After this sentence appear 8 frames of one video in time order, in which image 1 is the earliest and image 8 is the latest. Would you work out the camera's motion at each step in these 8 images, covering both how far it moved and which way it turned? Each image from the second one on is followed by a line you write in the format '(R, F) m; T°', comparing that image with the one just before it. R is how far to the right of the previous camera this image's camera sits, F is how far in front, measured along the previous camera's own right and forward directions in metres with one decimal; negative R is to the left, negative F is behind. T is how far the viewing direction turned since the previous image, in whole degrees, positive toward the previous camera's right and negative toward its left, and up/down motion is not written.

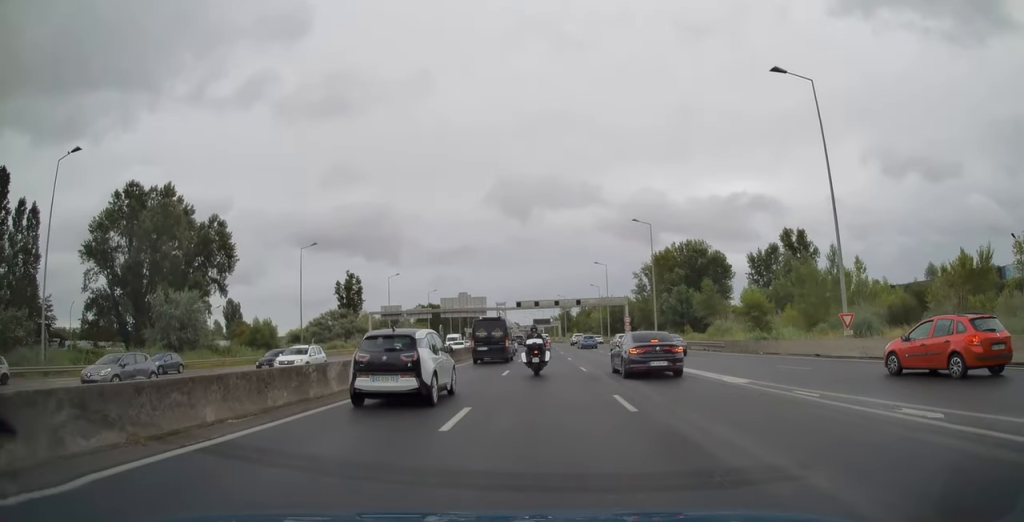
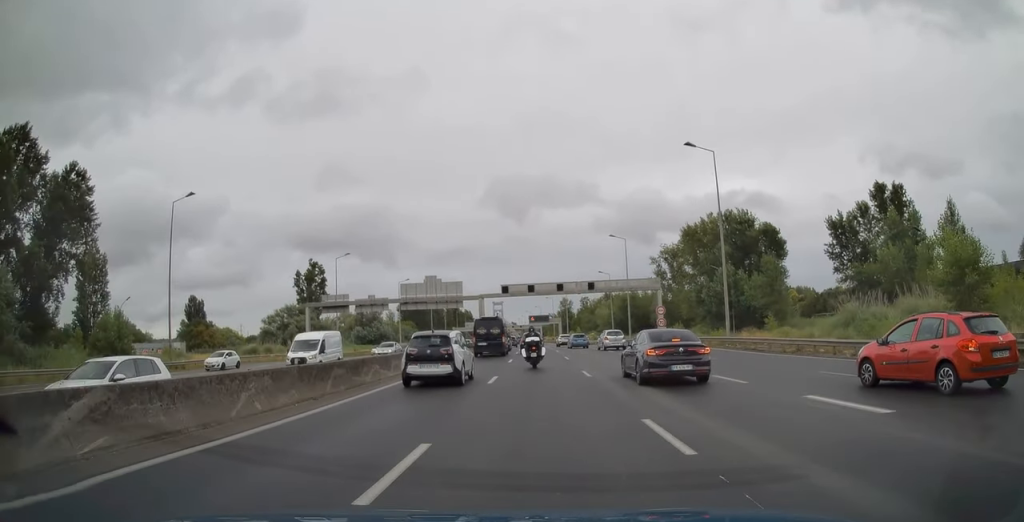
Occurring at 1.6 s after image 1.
(+0.3, +30.2) m; +1°
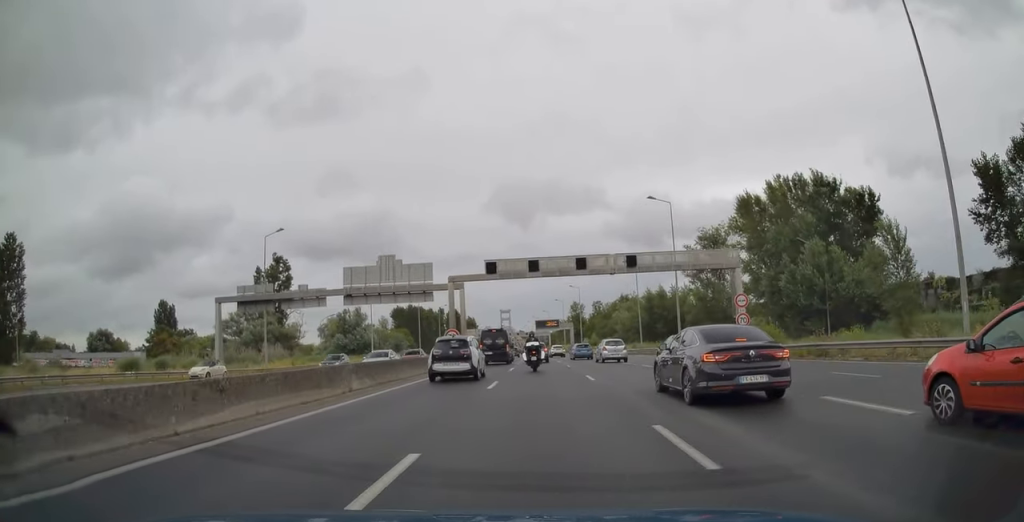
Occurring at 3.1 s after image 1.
(-0.2, +26.2) m; -1°
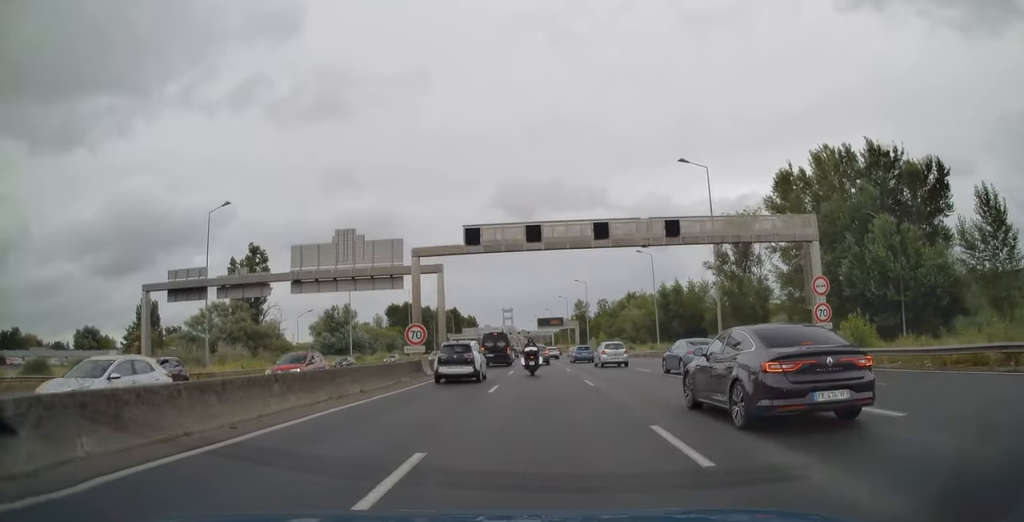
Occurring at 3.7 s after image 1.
(-0.3, +12.6) m; 0°
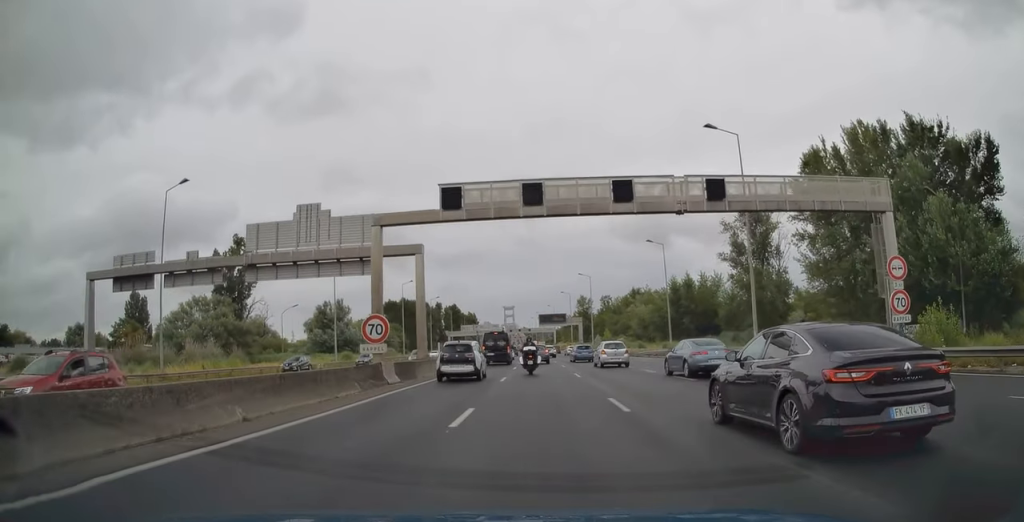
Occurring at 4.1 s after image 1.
(+0.1, +7.4) m; 0°
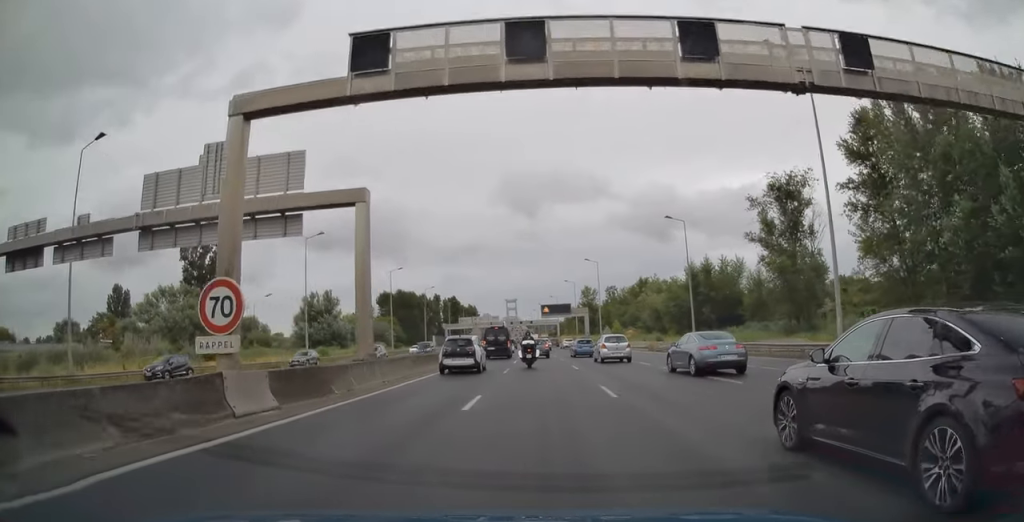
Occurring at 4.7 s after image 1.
(+0.2, +11.1) m; 0°
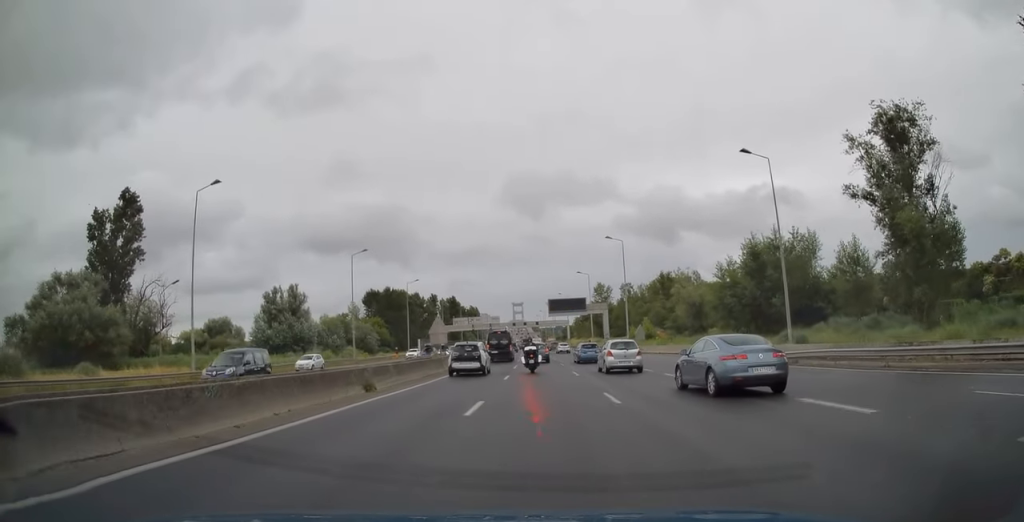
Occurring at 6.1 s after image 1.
(-0.6, +25.6) m; -2°
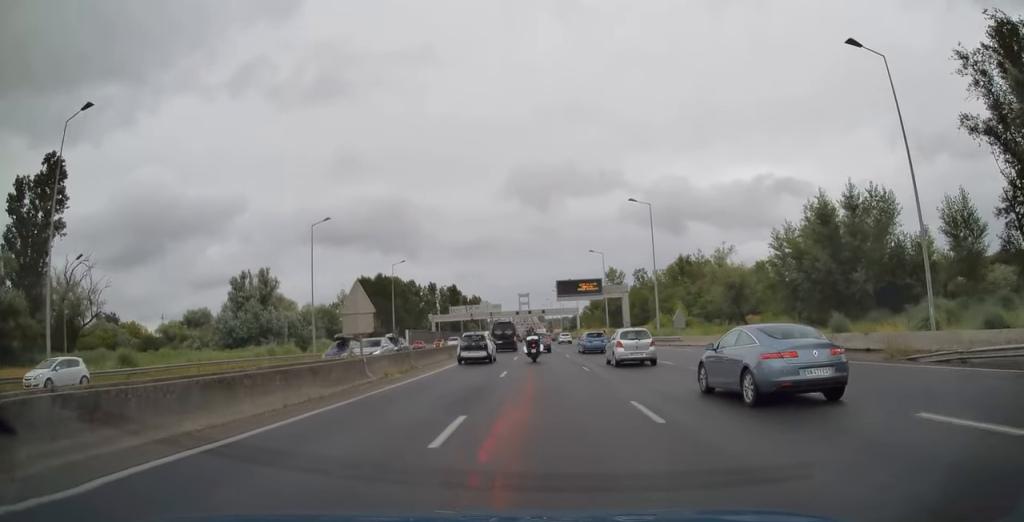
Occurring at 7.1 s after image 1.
(0.0, +17.3) m; 0°
